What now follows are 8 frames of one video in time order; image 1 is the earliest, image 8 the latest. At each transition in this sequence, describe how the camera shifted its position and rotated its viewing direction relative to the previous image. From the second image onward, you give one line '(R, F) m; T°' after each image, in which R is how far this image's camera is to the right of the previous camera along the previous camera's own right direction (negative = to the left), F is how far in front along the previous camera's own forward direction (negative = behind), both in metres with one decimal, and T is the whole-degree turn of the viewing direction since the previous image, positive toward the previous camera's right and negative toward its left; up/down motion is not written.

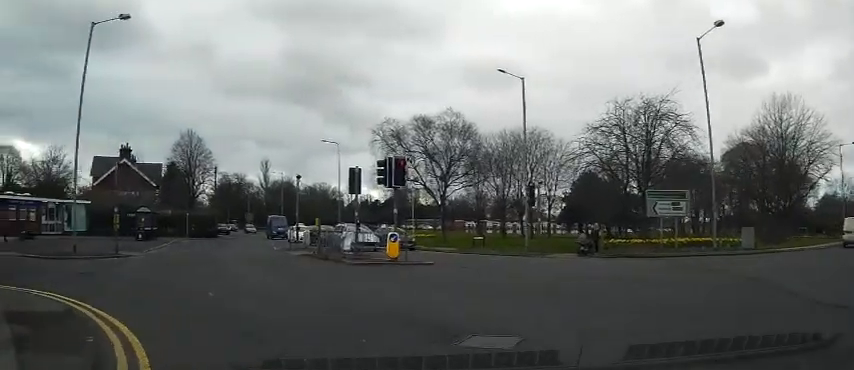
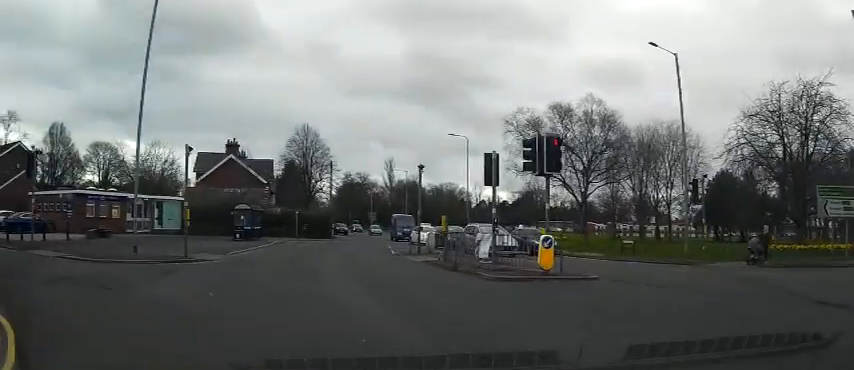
(-0.6, +4.5) m; -9°
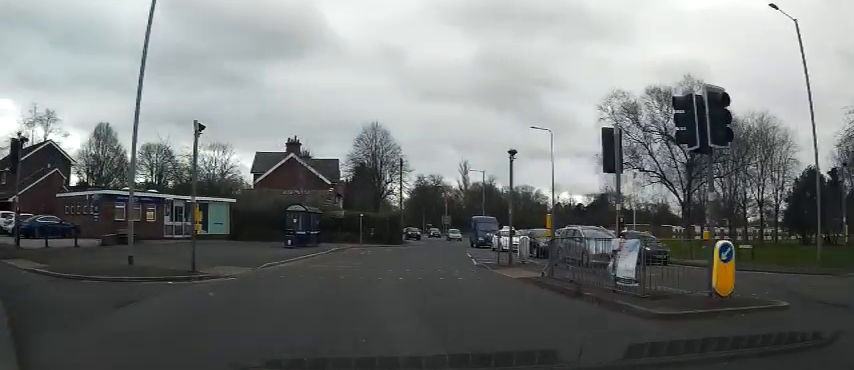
(-0.4, +4.9) m; -6°
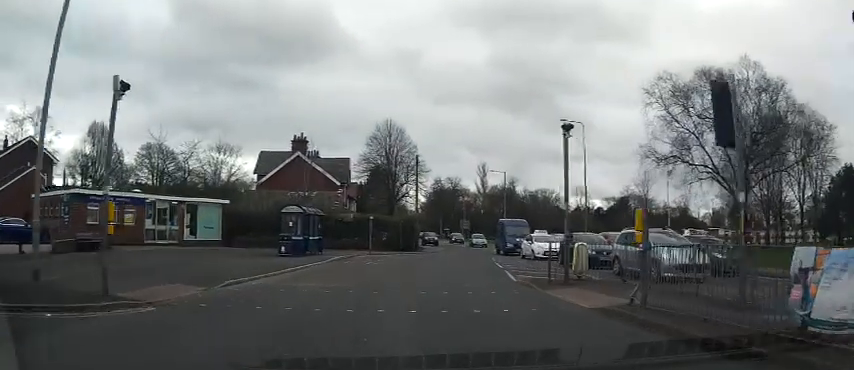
(-0.2, +4.6) m; -1°
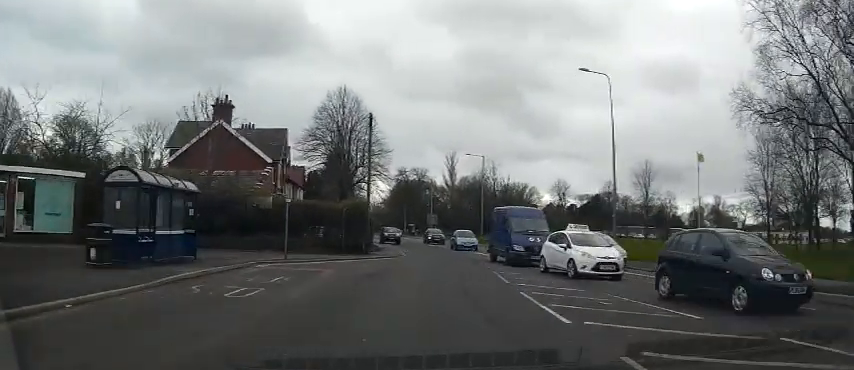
(0.0, +13.2) m; +1°
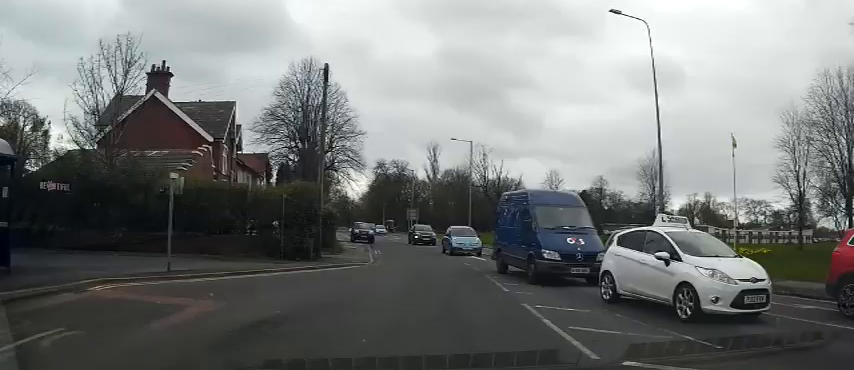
(+0.1, +8.2) m; +1°
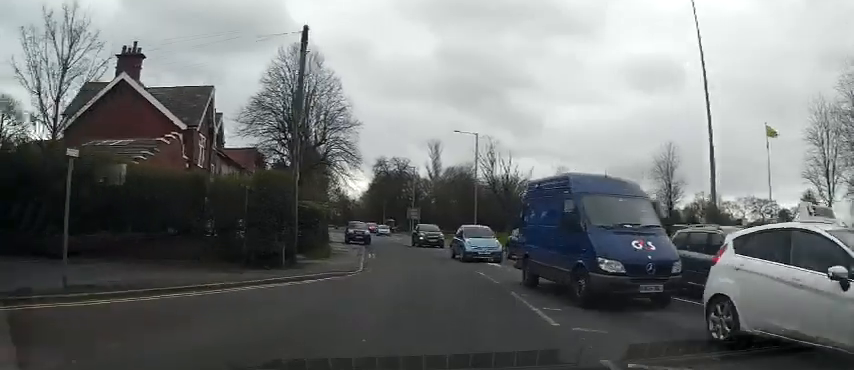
(+0.1, +3.9) m; 0°
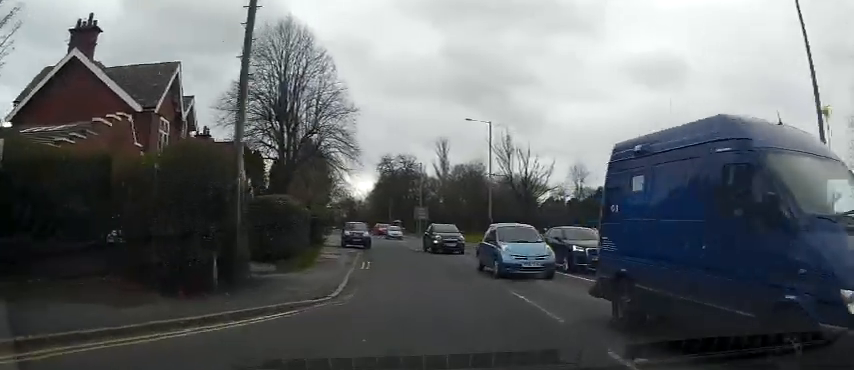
(+0.1, +5.8) m; -1°
